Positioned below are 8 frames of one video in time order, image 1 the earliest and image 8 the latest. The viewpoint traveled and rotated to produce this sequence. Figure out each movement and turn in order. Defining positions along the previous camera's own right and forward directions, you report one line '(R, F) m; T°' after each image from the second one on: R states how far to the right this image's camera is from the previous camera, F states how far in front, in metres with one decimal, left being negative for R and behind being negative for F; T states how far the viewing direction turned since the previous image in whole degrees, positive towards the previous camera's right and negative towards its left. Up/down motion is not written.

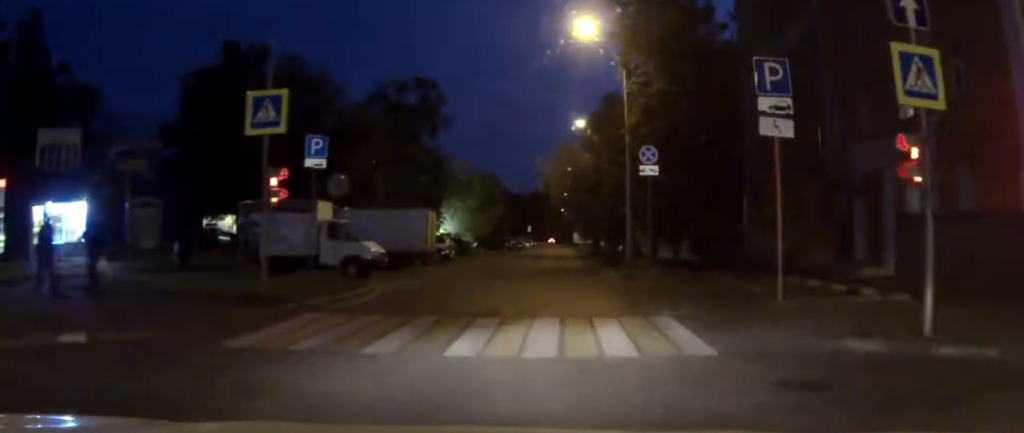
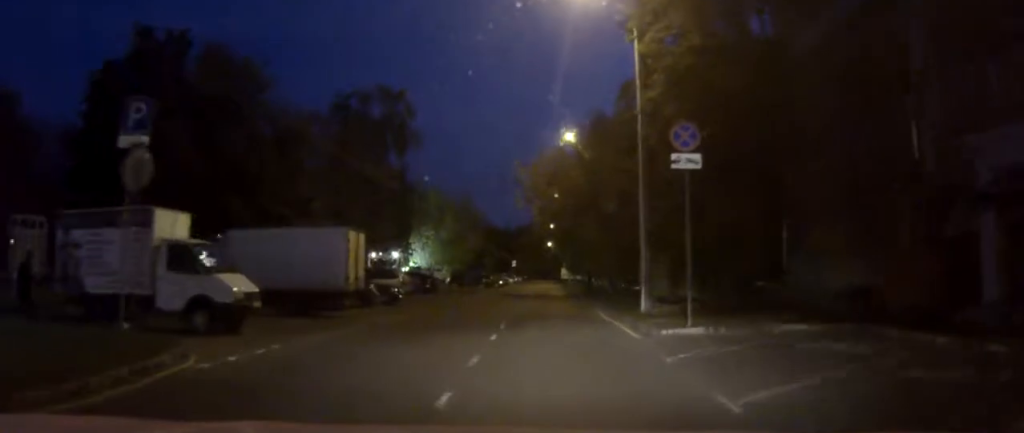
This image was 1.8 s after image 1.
(+0.3, +8.8) m; +2°
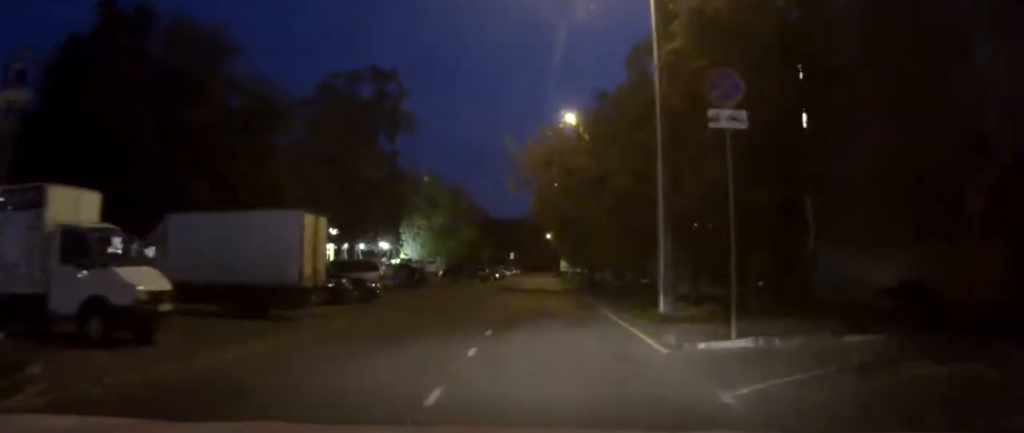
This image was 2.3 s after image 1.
(0.0, +3.6) m; 0°
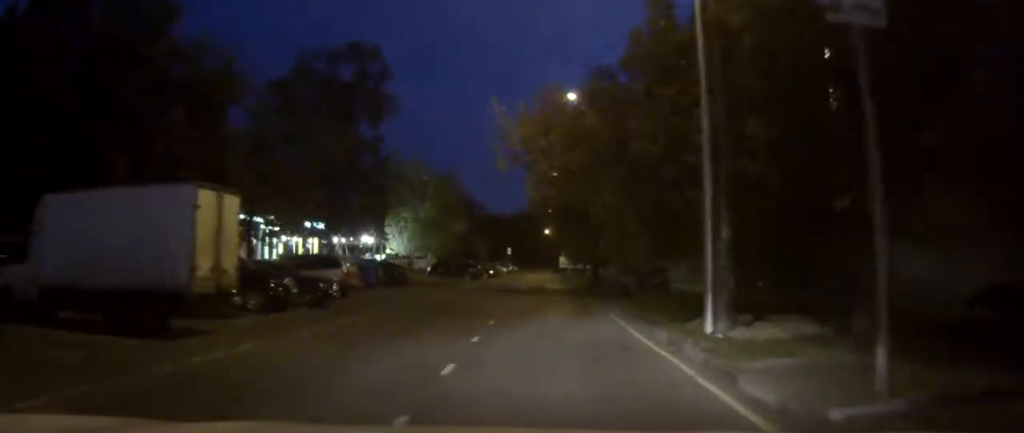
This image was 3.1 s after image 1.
(0.0, +5.5) m; 0°
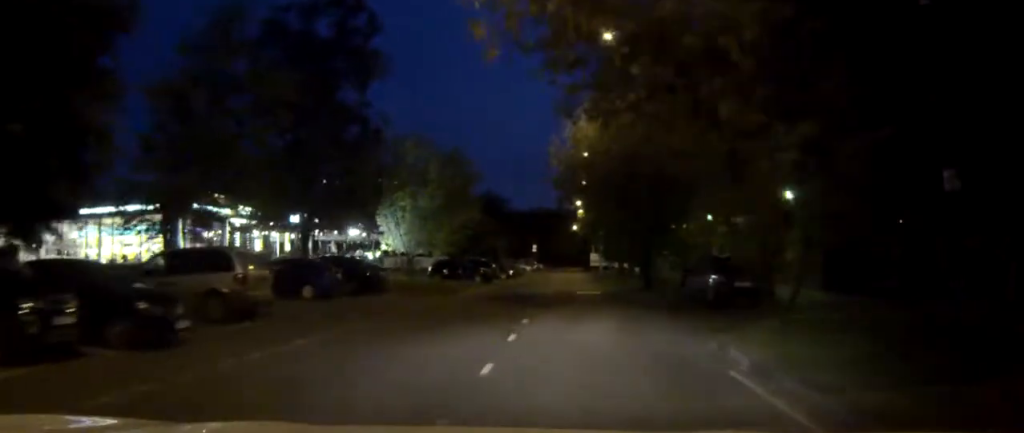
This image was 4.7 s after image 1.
(-0.1, +12.1) m; 0°
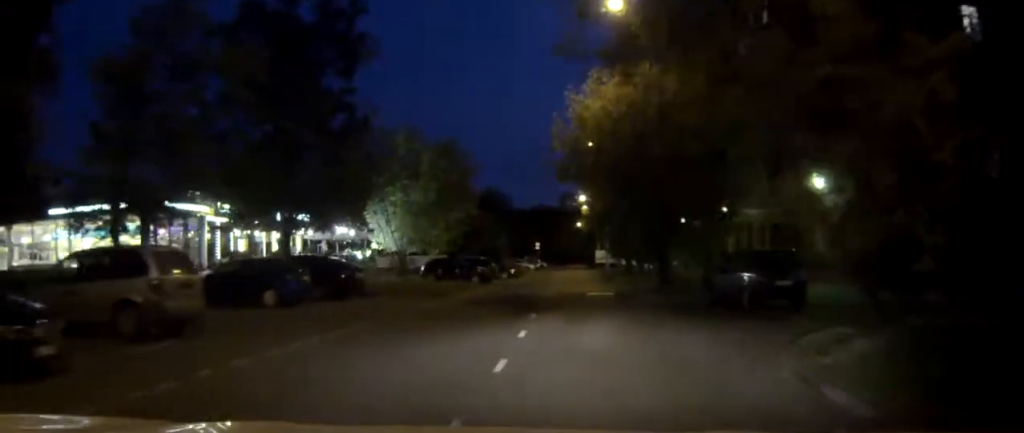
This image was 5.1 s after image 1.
(0.0, +4.0) m; 0°
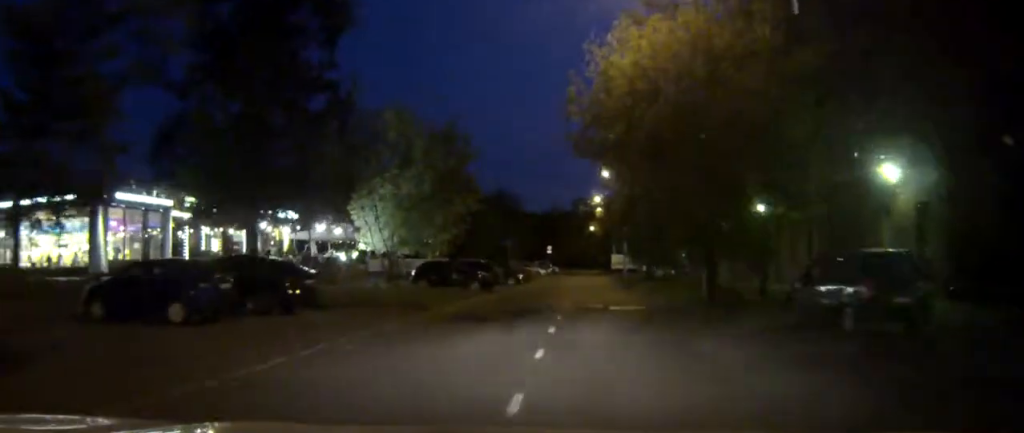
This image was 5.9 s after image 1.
(0.0, +6.5) m; -1°
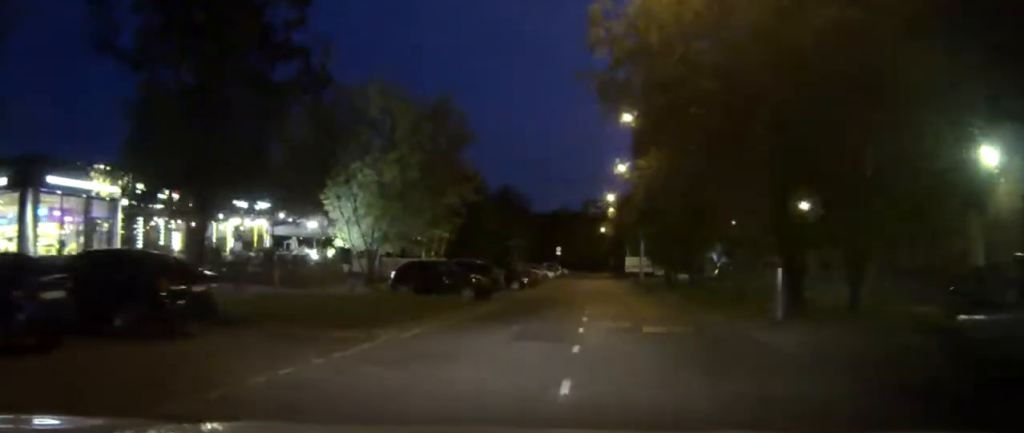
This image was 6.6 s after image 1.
(-0.1, +6.8) m; 0°
